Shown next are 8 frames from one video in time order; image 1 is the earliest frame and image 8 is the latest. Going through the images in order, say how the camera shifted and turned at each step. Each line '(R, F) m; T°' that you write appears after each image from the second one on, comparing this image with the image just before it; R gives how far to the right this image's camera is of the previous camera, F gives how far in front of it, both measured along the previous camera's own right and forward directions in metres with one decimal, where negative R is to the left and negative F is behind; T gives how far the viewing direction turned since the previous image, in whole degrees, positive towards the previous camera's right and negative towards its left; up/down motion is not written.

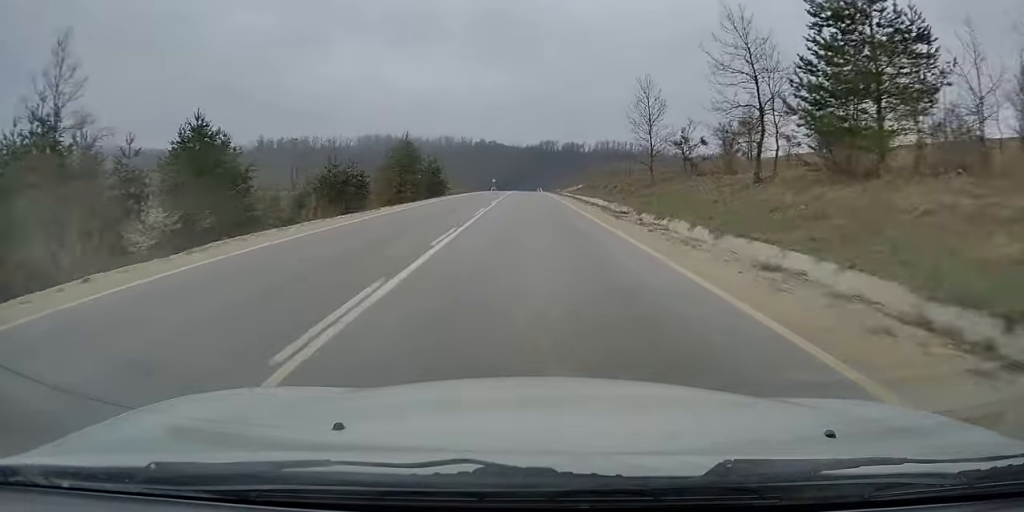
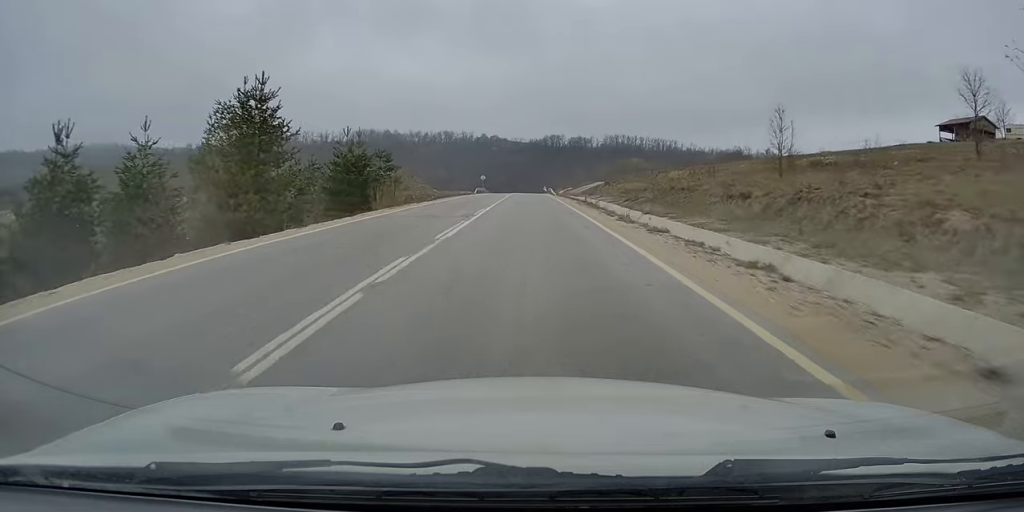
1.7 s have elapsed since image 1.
(-0.2, +42.8) m; -1°
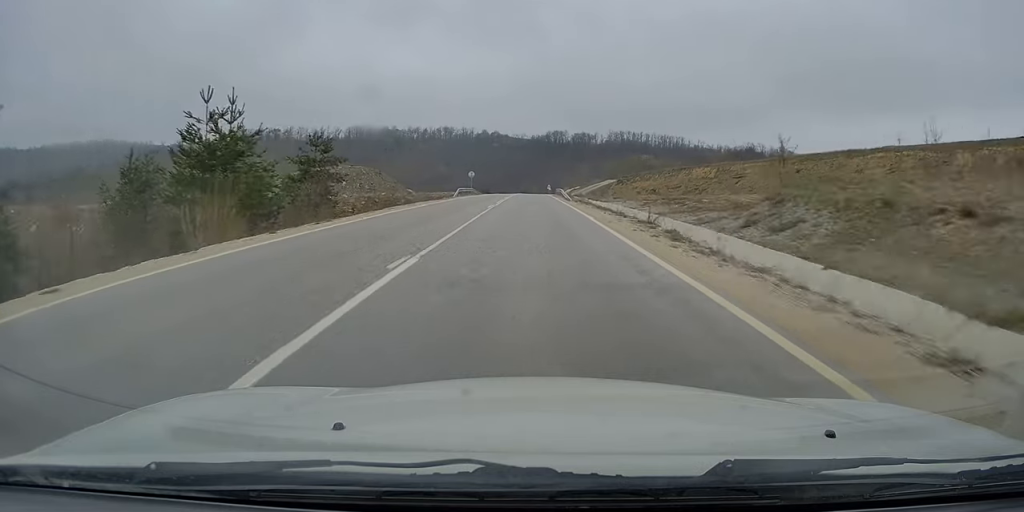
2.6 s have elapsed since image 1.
(-0.2, +22.6) m; 0°
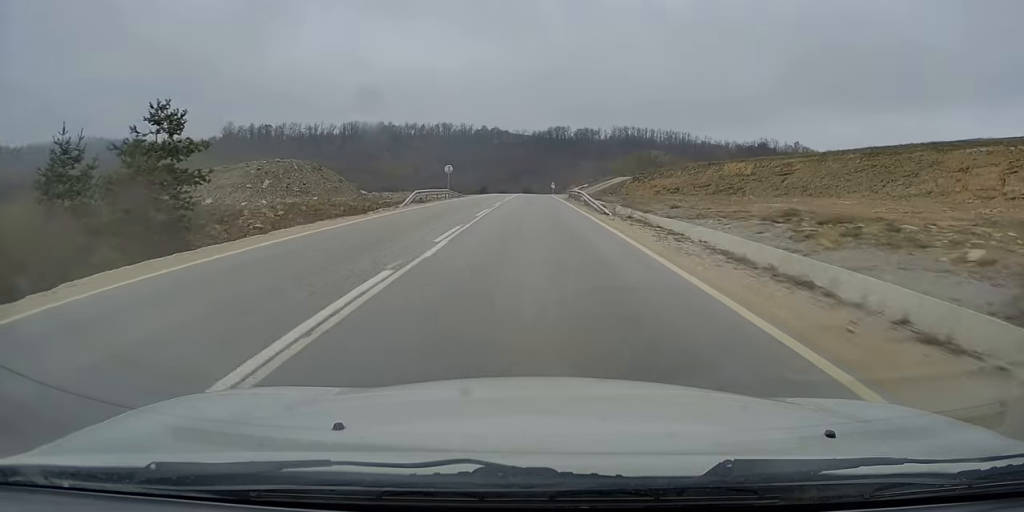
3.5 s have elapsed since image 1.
(+0.2, +22.6) m; +1°
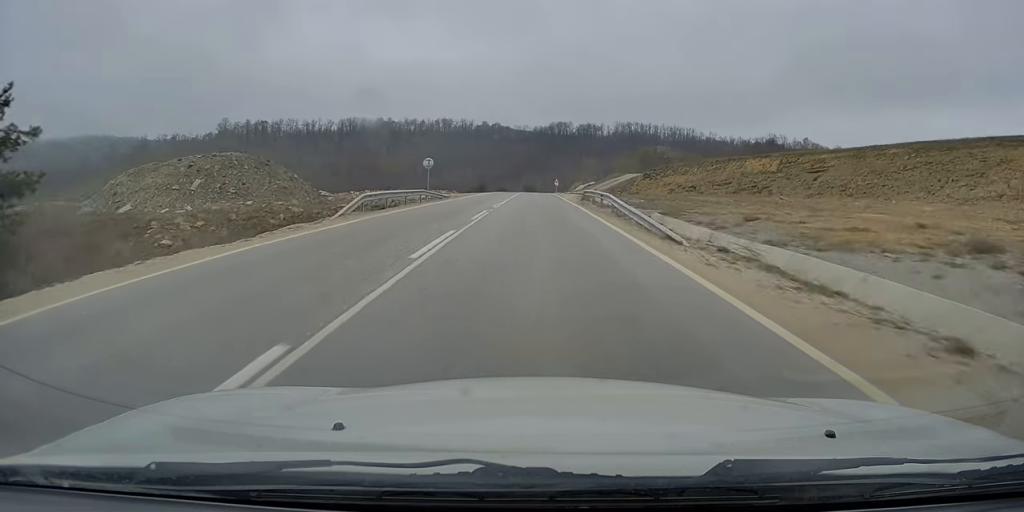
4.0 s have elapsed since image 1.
(+0.1, +11.6) m; 0°
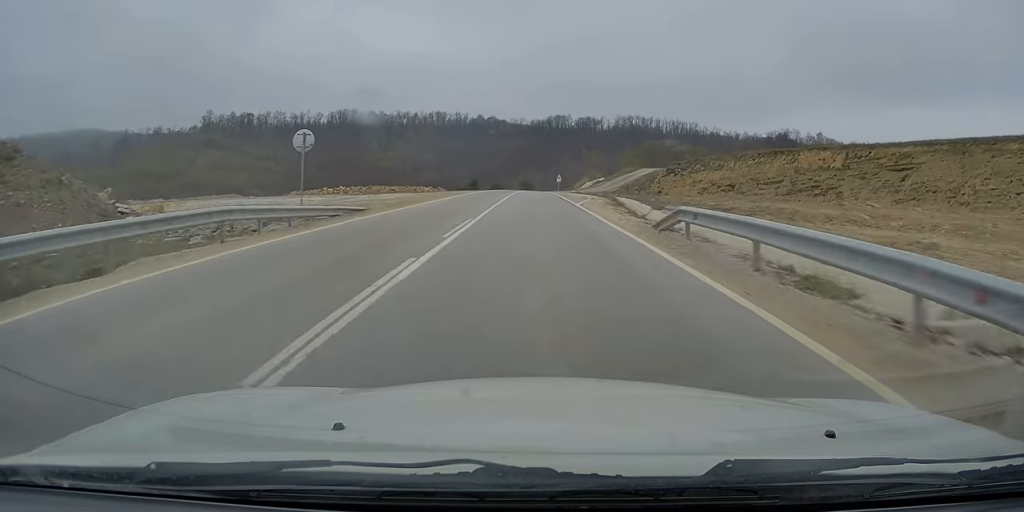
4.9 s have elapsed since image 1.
(0.0, +23.8) m; 0°
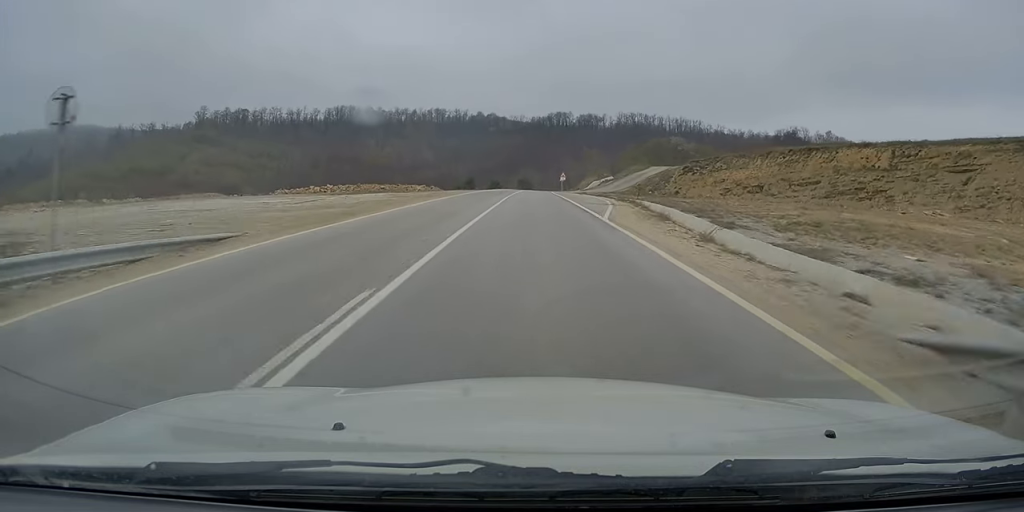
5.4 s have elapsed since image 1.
(-0.1, +11.5) m; 0°
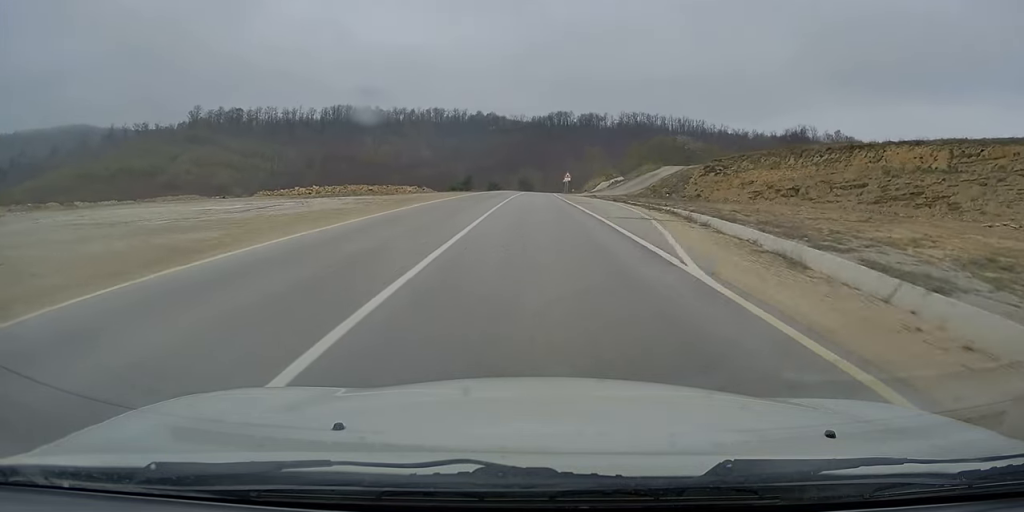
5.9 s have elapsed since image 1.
(0.0, +11.2) m; 0°
